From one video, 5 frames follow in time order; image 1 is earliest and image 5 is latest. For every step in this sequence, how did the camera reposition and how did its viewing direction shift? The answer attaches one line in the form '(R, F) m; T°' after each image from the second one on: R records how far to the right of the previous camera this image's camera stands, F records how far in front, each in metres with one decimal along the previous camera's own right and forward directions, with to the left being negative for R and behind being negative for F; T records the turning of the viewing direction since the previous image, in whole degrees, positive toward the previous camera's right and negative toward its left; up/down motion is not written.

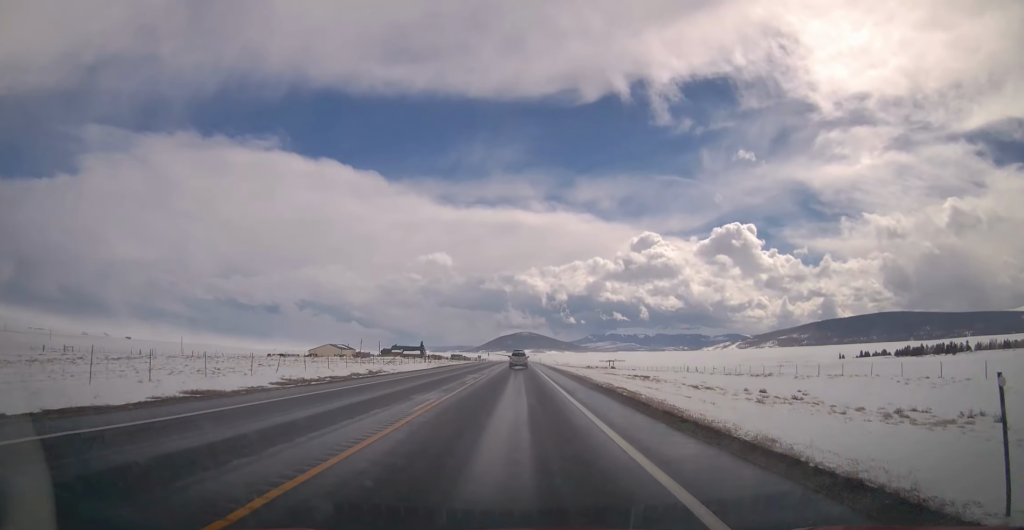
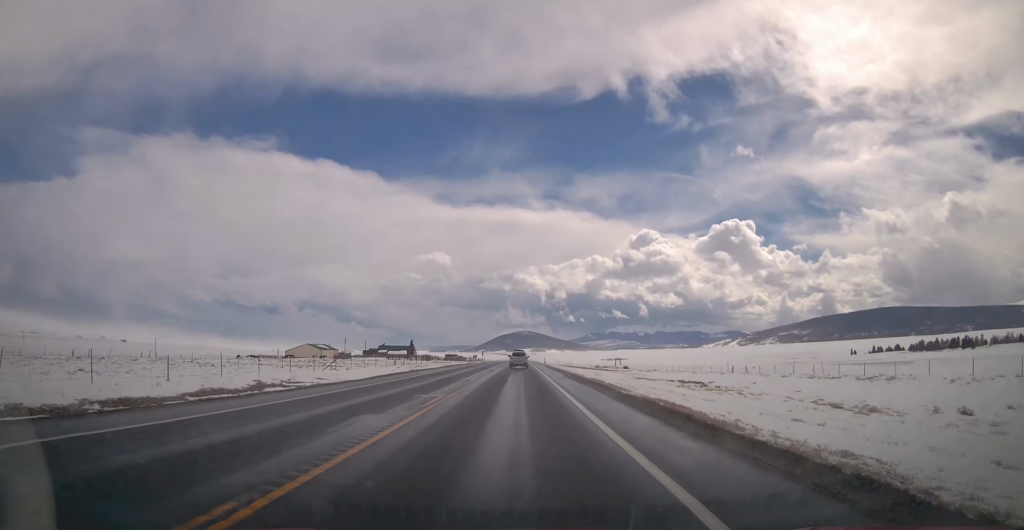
(-0.4, +22.8) m; 0°
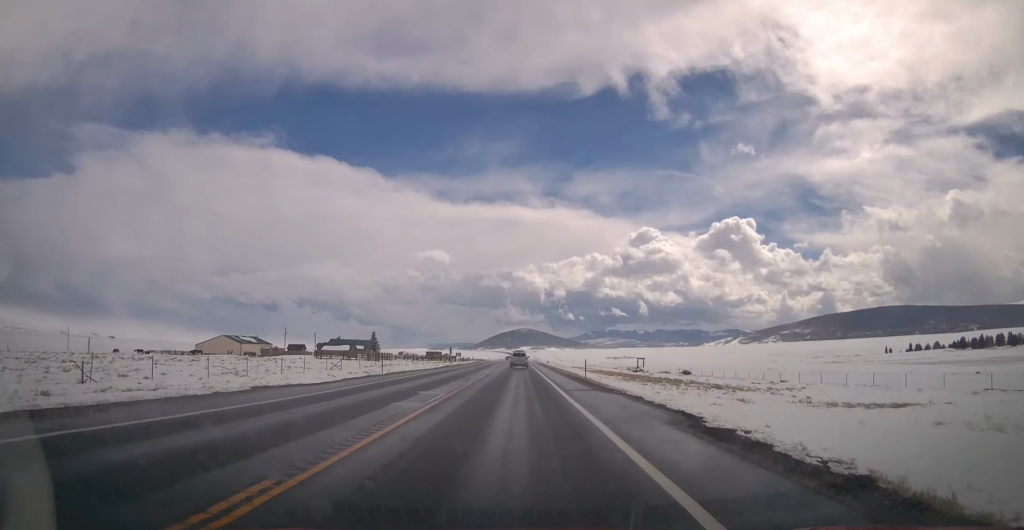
(+1.3, +60.1) m; +1°
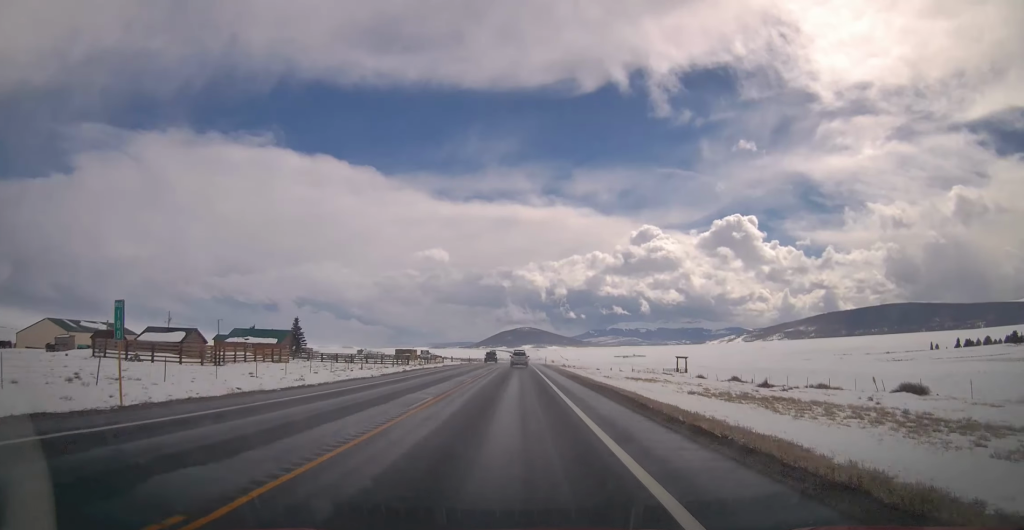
(-1.2, +62.7) m; -1°
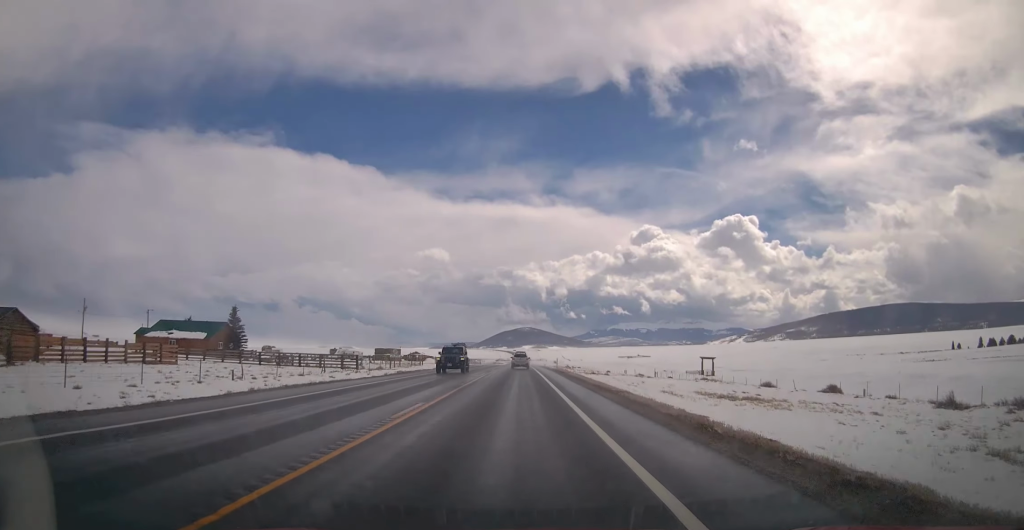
(+0.5, +25.9) m; +1°
